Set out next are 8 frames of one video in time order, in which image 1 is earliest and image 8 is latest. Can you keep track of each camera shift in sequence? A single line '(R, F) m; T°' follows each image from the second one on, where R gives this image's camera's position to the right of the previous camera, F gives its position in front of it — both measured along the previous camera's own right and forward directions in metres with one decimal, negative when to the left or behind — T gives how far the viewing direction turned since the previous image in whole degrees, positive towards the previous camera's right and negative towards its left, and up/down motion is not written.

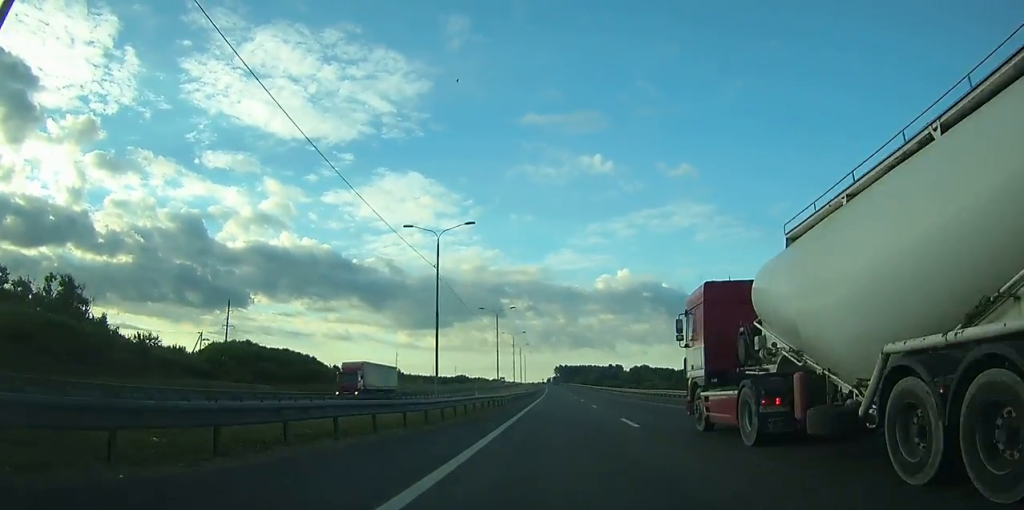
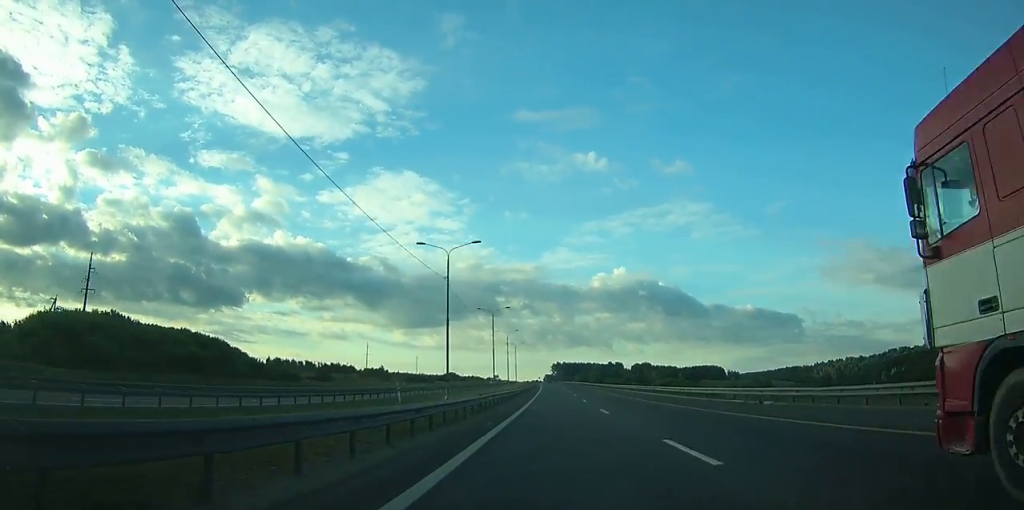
(0.0, +38.9) m; 0°
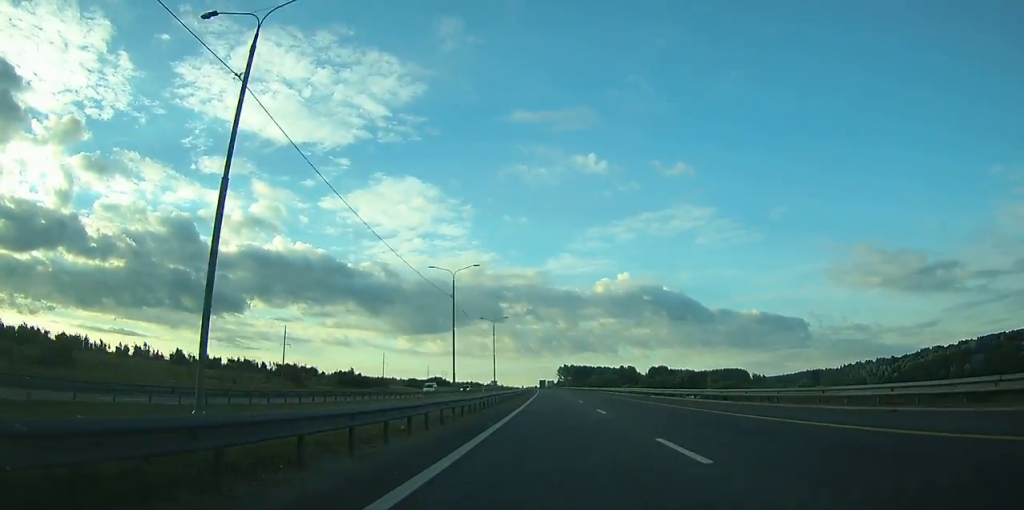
(-0.1, +74.1) m; 0°
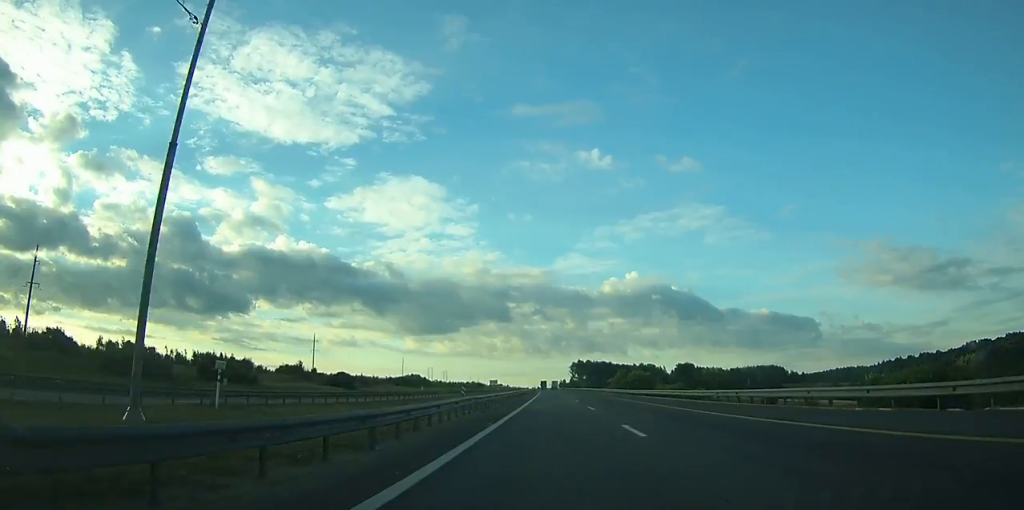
(-0.7, +86.4) m; -1°
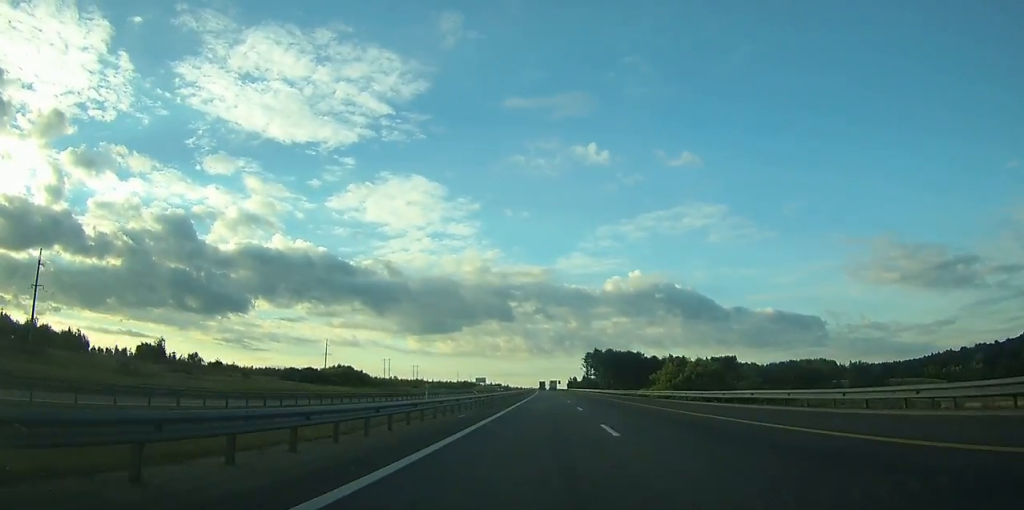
(-0.6, +109.6) m; -1°
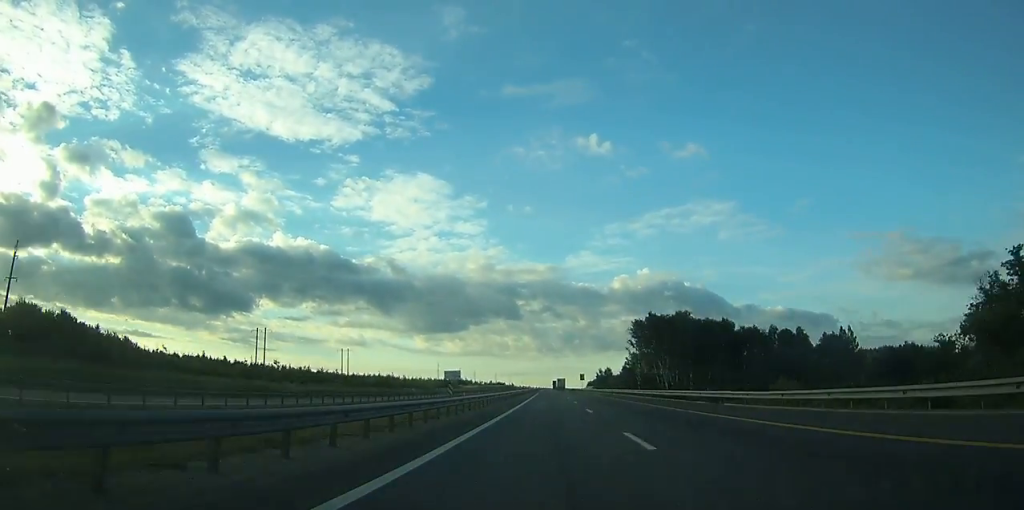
(-1.2, +134.1) m; -1°
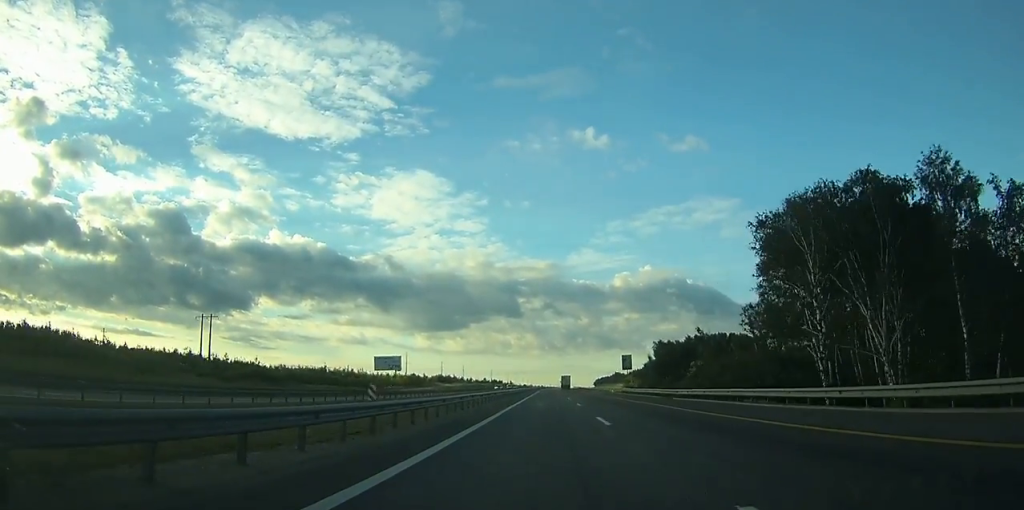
(-0.3, +89.1) m; 0°
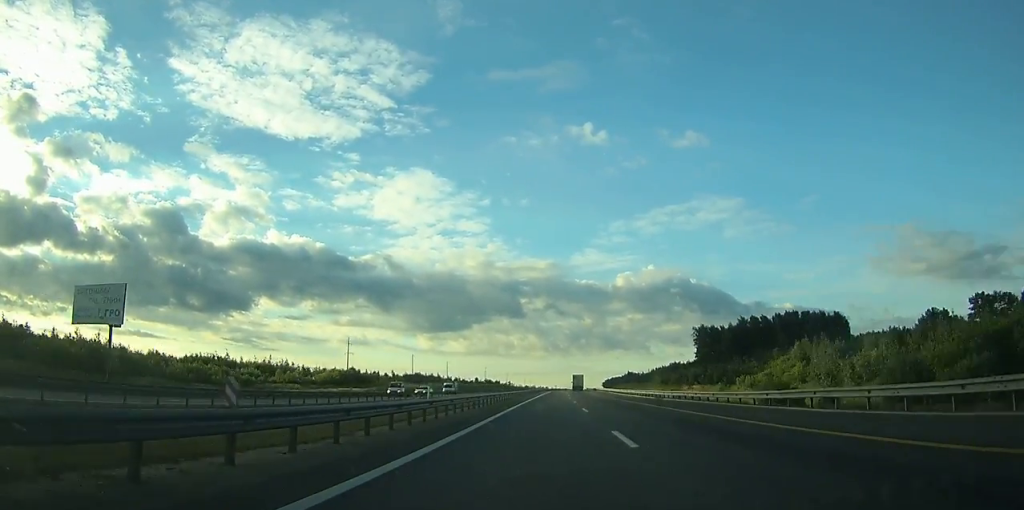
(-0.2, +85.0) m; 0°
